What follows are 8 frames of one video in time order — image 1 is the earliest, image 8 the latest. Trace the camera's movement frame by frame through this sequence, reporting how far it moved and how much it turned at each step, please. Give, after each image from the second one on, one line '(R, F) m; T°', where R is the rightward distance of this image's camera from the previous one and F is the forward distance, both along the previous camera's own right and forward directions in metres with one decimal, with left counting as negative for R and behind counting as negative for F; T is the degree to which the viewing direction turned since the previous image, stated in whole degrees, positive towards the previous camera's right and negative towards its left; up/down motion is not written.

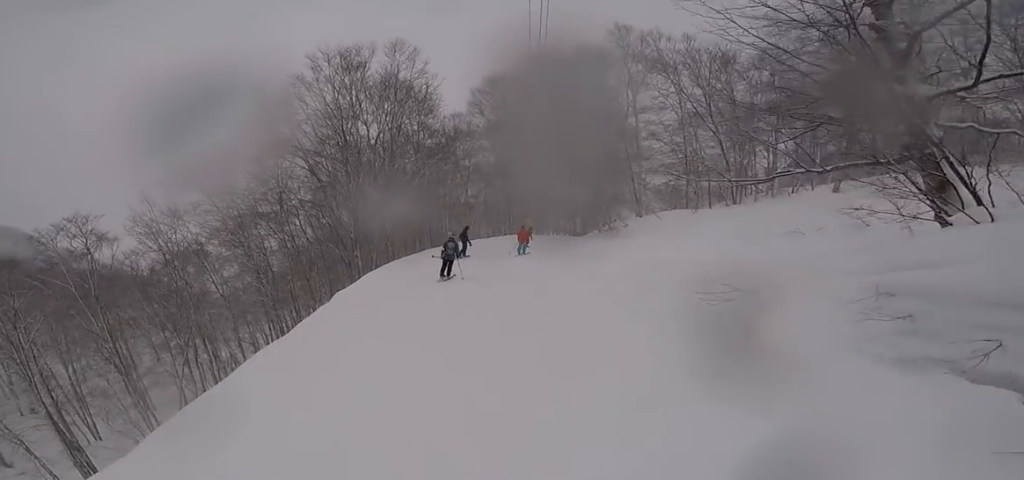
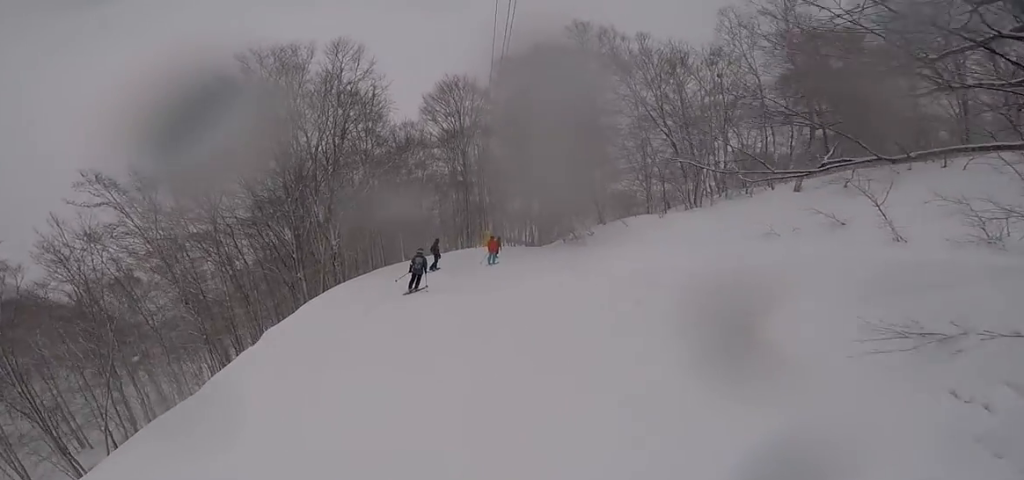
(+0.3, +2.5) m; +1°
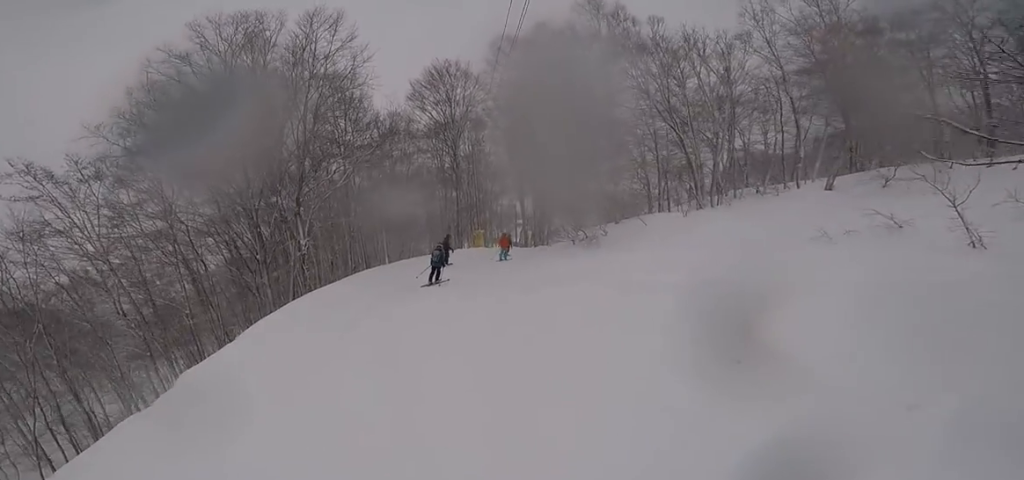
(+0.2, +3.8) m; +1°
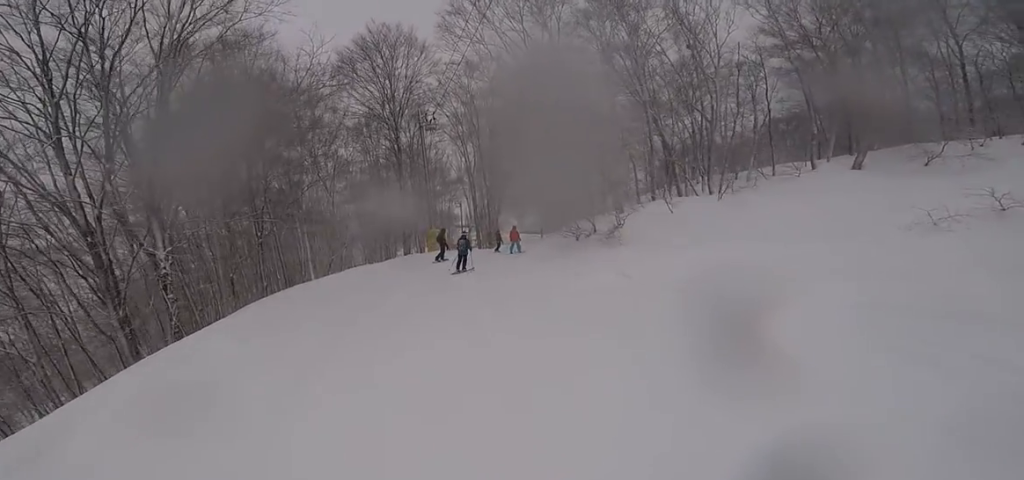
(-0.2, +6.8) m; +7°
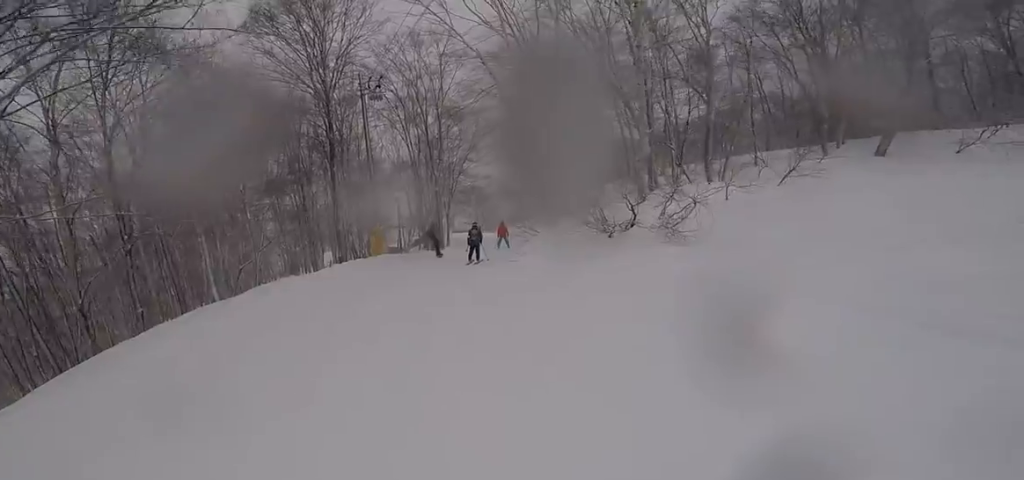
(+0.7, +5.2) m; +14°
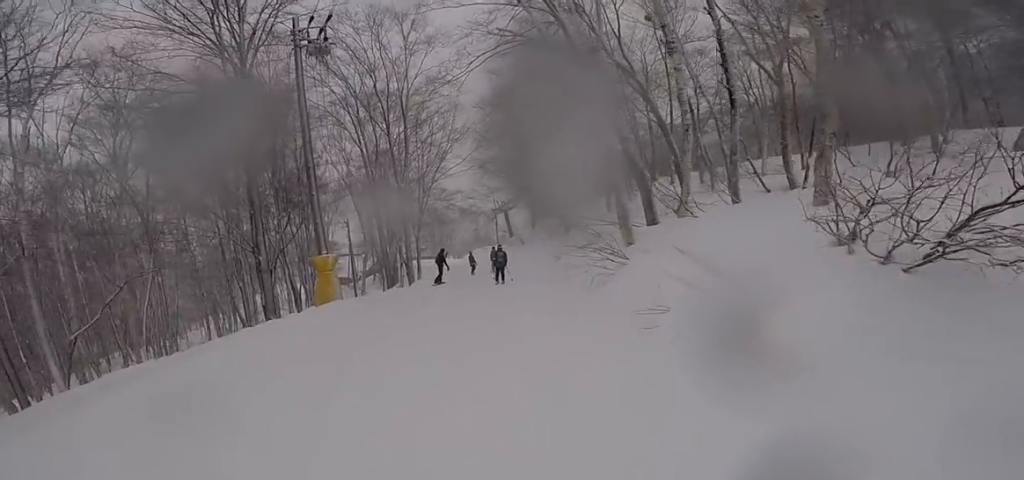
(+0.7, +7.2) m; +7°
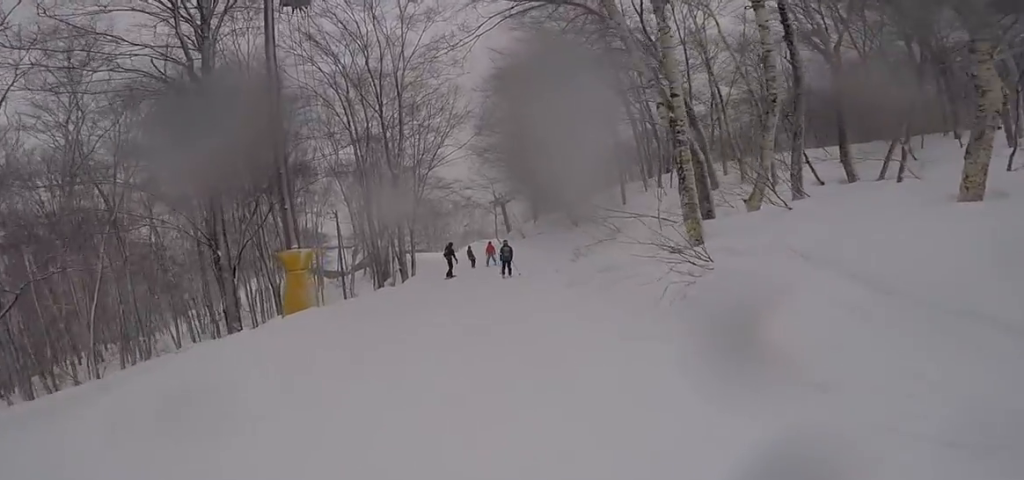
(0.0, +2.6) m; 0°
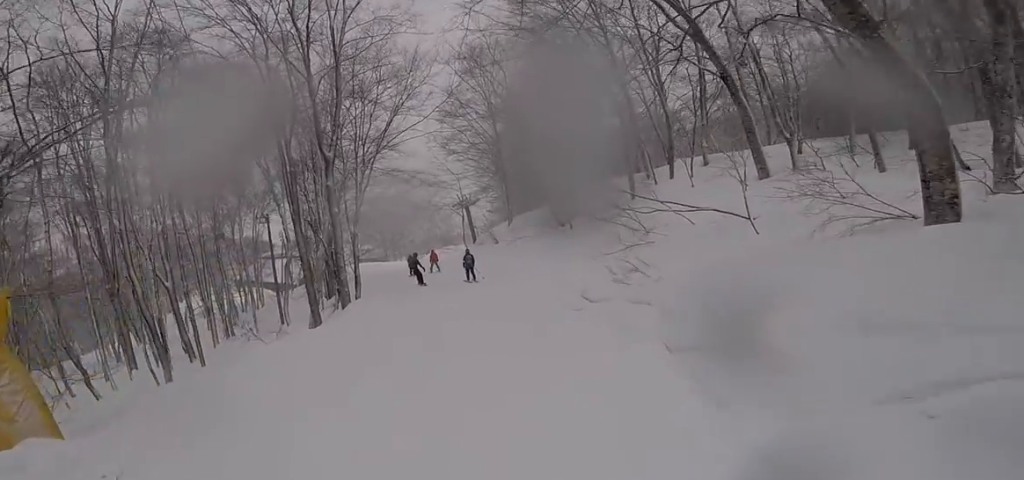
(+1.3, +5.7) m; +18°
